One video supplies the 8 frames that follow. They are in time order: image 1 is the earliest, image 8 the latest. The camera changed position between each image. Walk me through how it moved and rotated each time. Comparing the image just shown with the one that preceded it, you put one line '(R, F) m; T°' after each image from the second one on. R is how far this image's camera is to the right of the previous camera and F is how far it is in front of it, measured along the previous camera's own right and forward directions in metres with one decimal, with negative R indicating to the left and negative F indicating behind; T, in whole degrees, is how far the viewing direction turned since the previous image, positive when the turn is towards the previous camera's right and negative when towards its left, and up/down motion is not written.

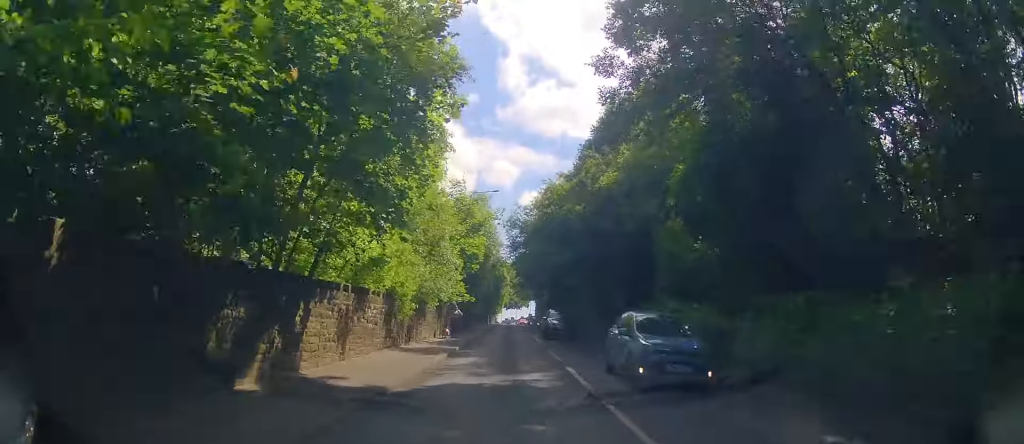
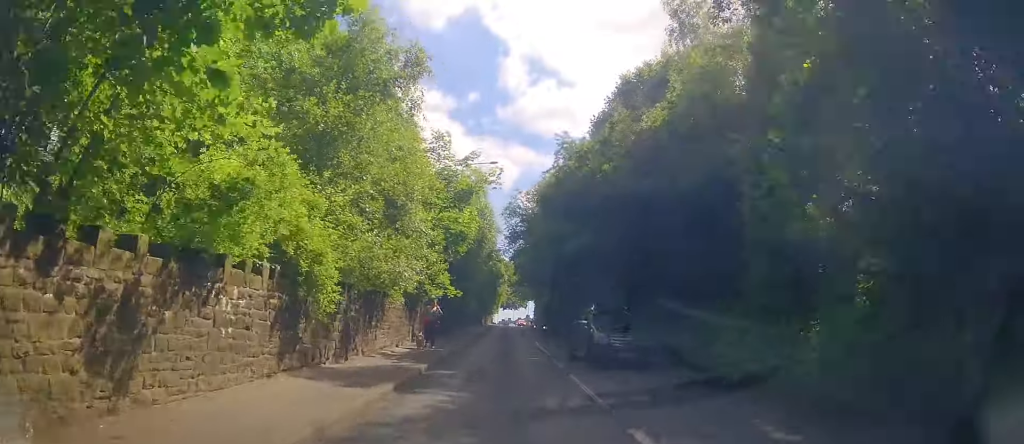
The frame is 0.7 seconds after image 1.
(+0.1, +7.4) m; -2°
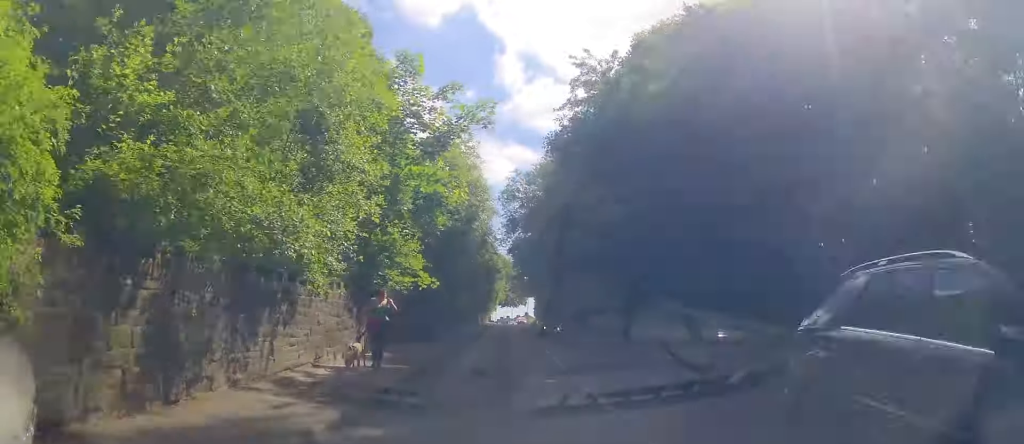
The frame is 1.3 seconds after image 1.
(-0.2, +6.8) m; -1°
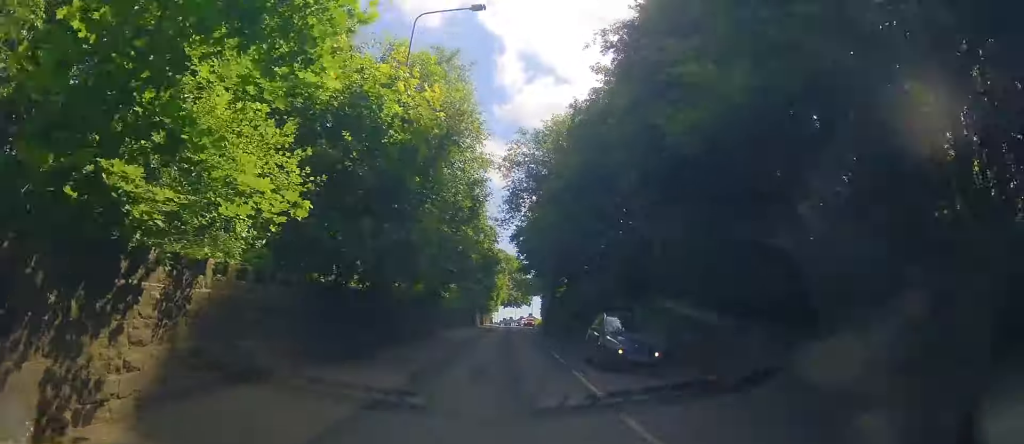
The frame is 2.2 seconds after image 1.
(-0.2, +10.6) m; 0°
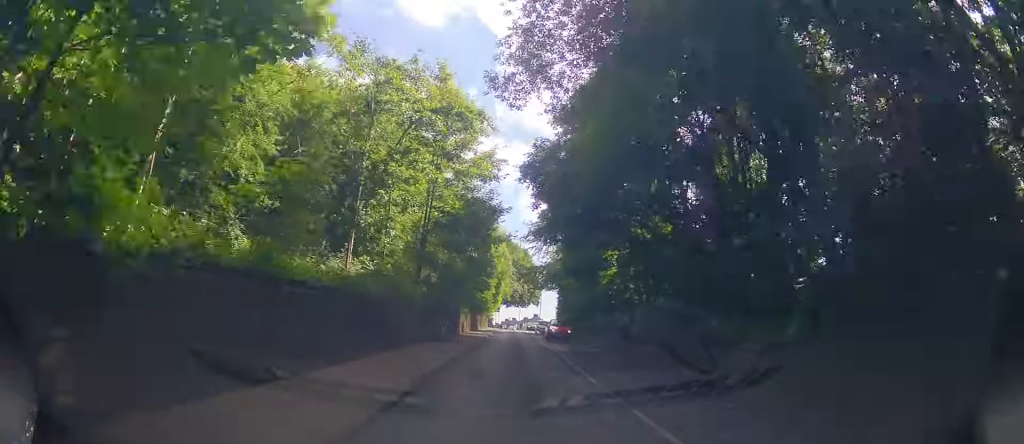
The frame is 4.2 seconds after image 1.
(+0.2, +23.6) m; +1°
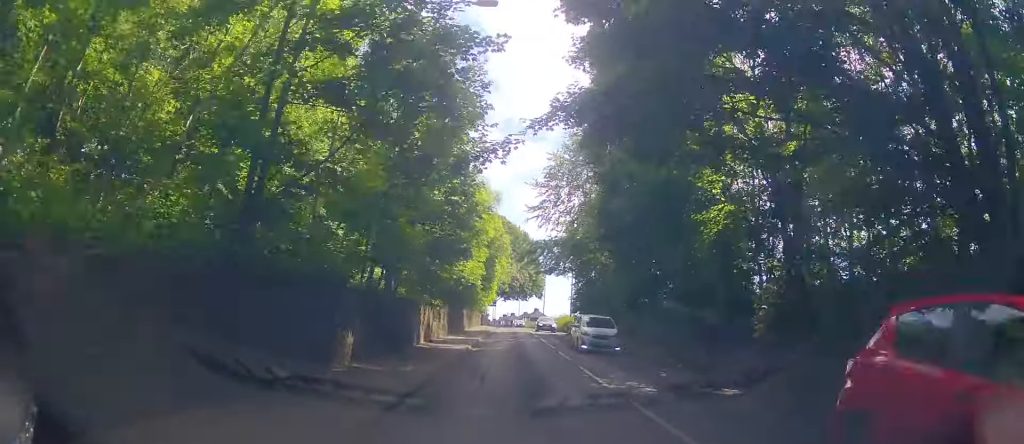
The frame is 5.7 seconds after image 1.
(+0.4, +16.9) m; +2°
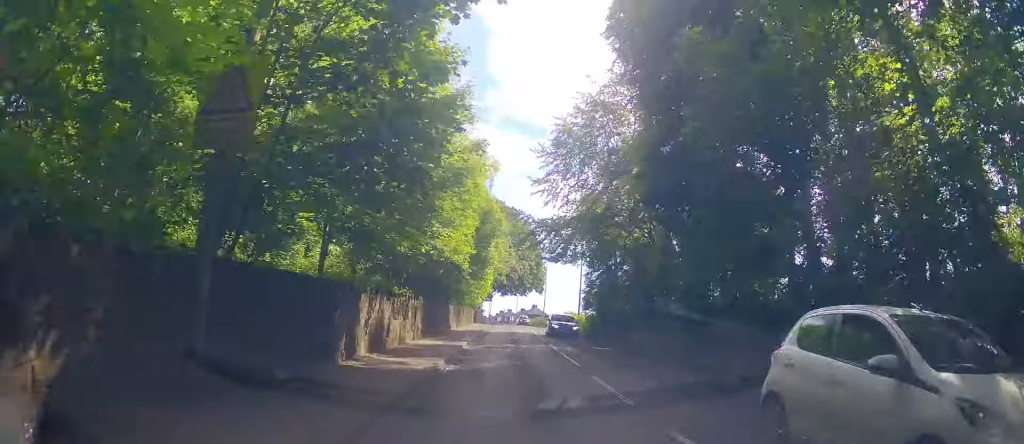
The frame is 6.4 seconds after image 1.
(0.0, +8.6) m; +1°
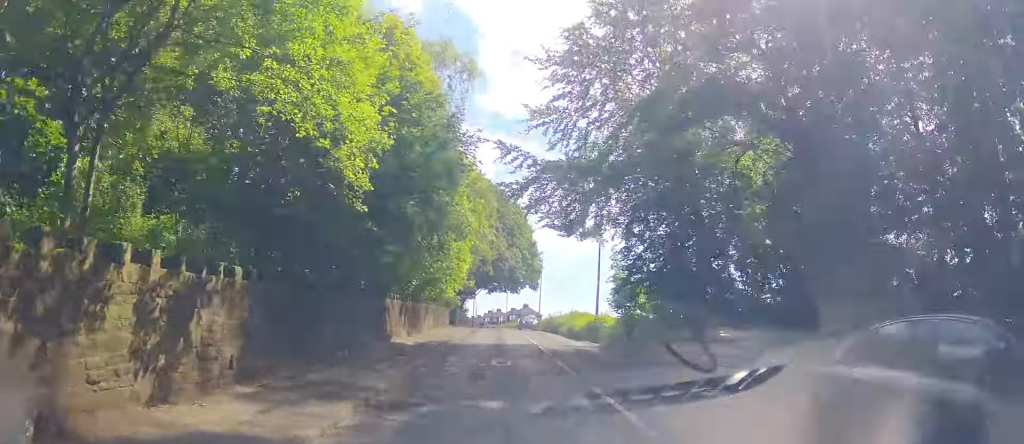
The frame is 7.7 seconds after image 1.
(+0.5, +14.9) m; +1°
